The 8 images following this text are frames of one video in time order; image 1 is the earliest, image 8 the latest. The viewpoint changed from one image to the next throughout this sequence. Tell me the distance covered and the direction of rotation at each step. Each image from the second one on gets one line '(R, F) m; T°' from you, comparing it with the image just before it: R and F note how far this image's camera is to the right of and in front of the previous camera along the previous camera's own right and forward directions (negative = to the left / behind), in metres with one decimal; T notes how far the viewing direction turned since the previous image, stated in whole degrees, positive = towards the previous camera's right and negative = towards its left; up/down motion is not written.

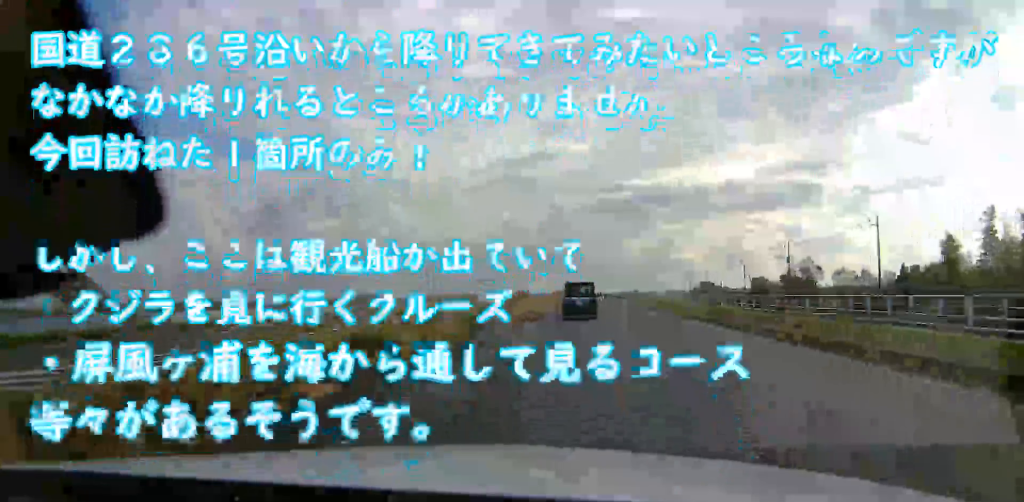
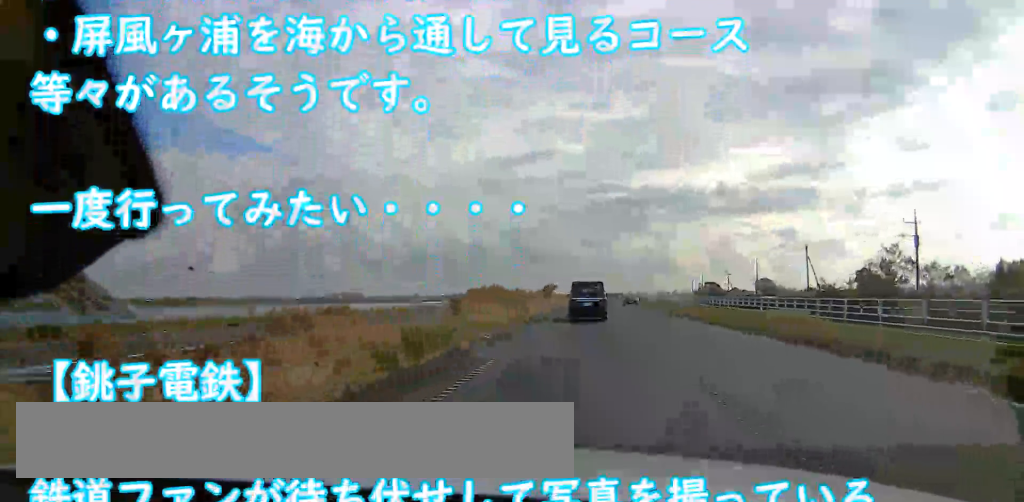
(-0.1, +41.4) m; 0°
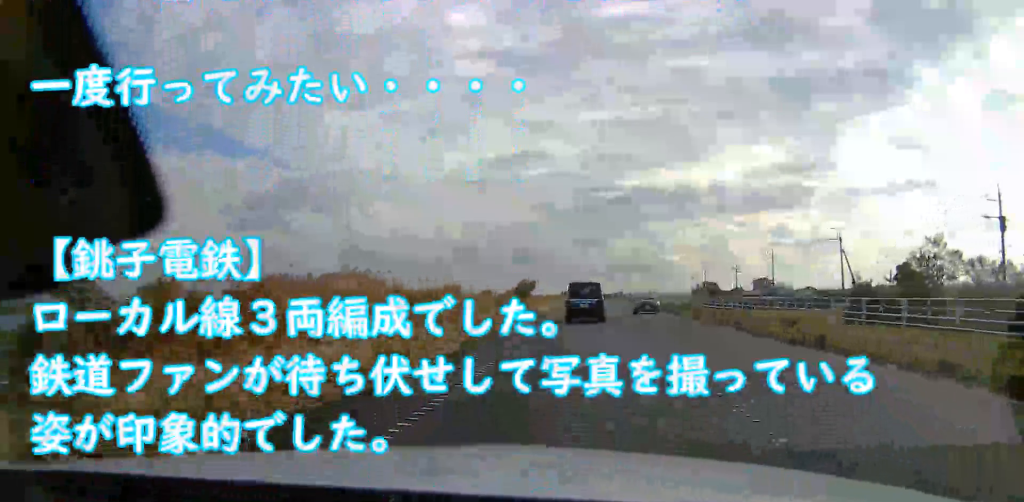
(+0.1, +14.8) m; 0°
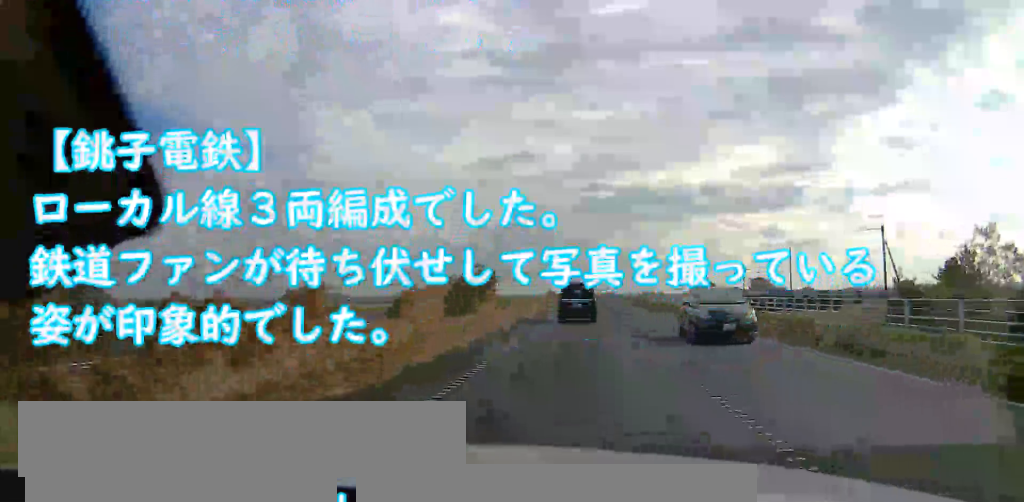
(0.0, +12.6) m; 0°
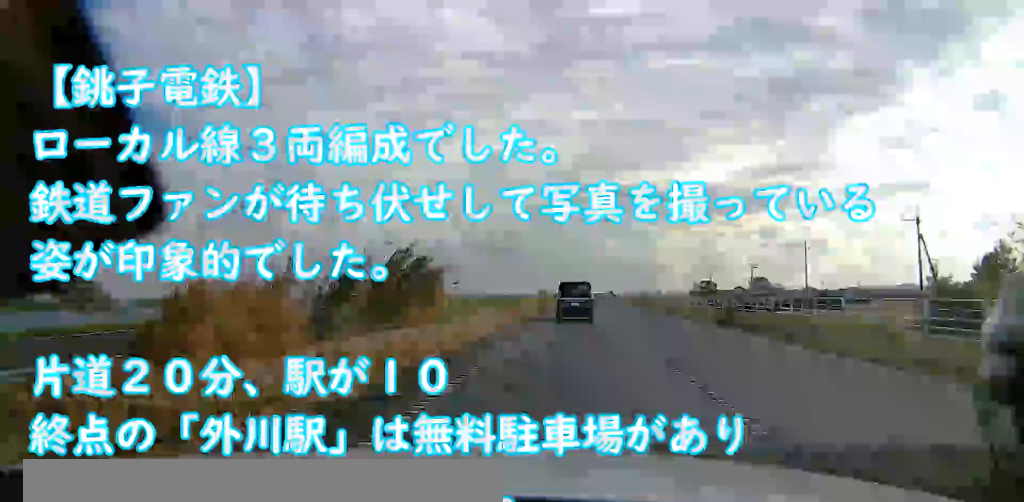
(-0.1, +9.8) m; +1°
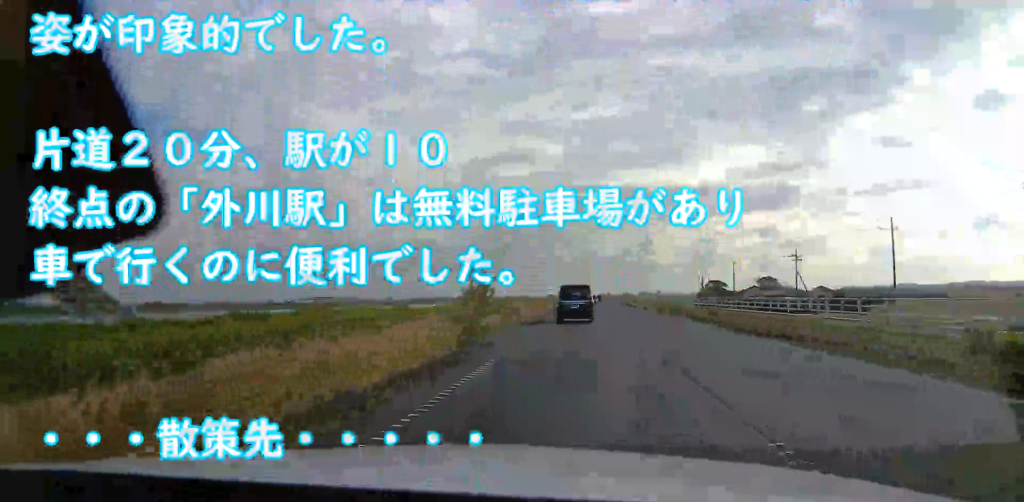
(+0.7, +22.5) m; +2°
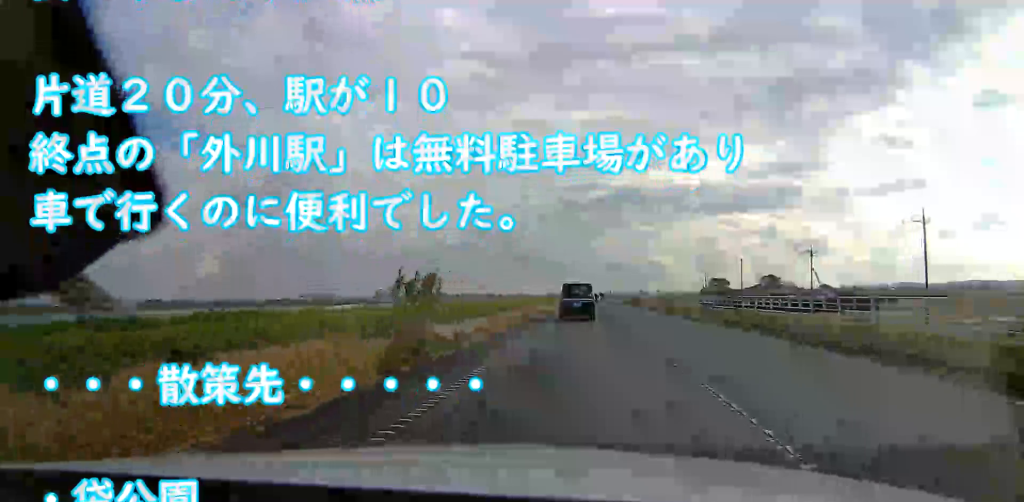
(0.0, +5.9) m; 0°
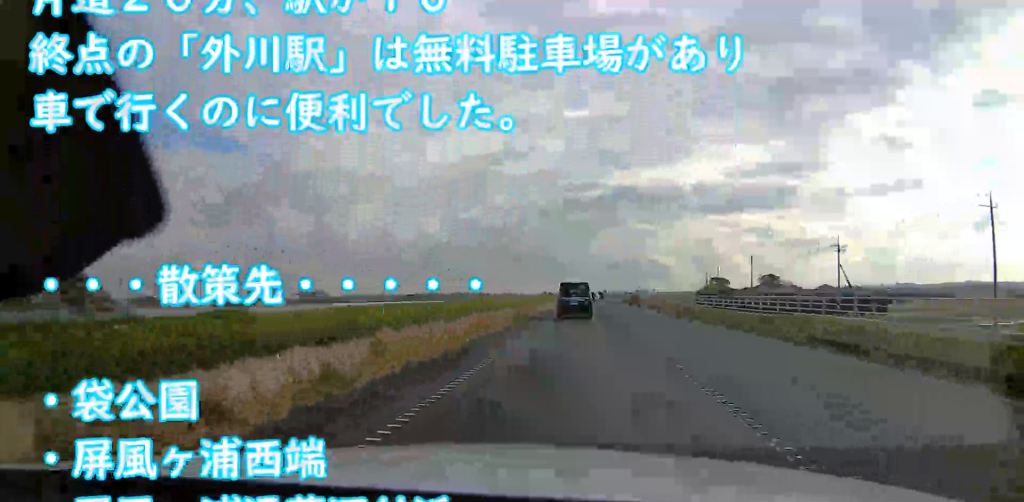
(0.0, +10.9) m; -2°
